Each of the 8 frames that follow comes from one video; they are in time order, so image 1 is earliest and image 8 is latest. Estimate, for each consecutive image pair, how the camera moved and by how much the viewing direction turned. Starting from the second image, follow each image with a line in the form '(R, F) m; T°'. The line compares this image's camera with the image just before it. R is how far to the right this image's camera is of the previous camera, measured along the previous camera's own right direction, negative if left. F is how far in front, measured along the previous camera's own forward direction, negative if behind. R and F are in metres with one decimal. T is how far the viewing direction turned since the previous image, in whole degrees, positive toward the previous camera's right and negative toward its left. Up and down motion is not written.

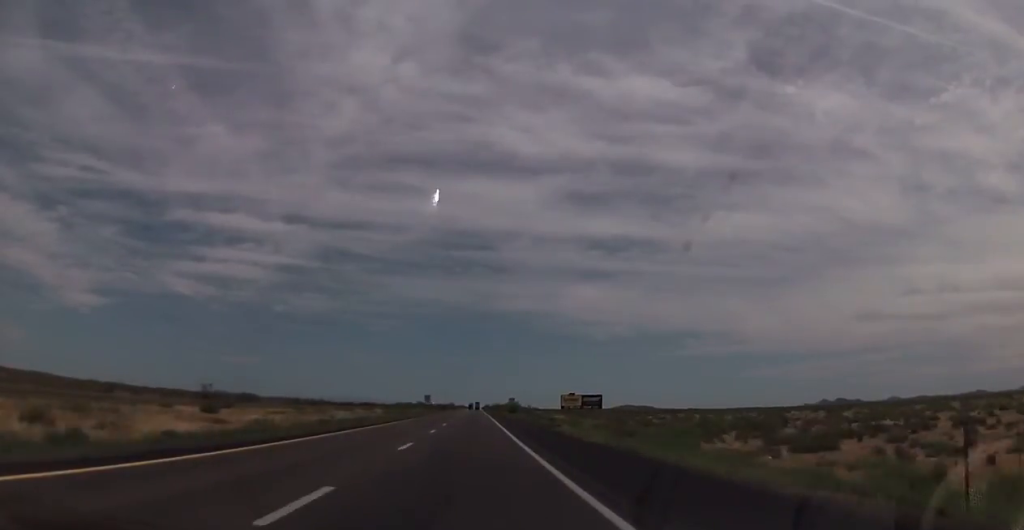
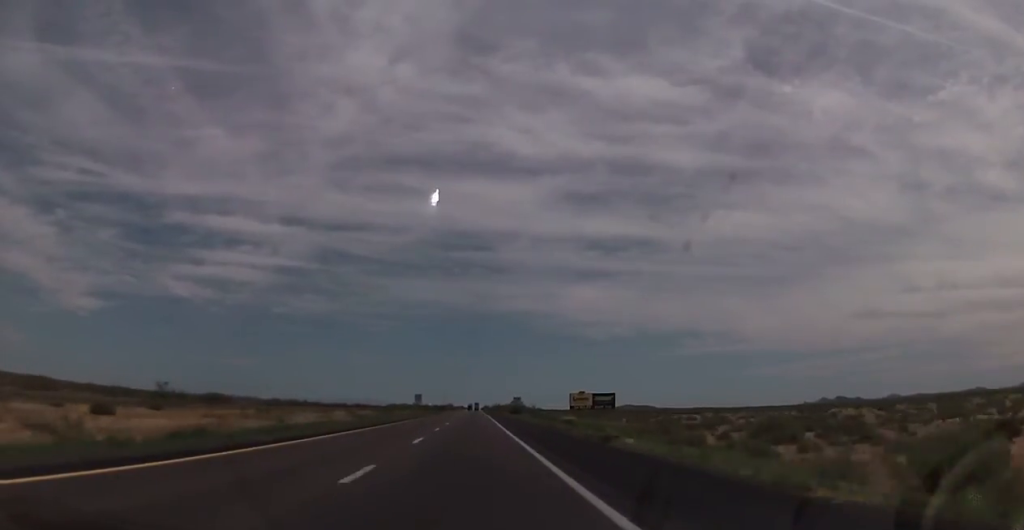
(+0.1, +19.9) m; 0°
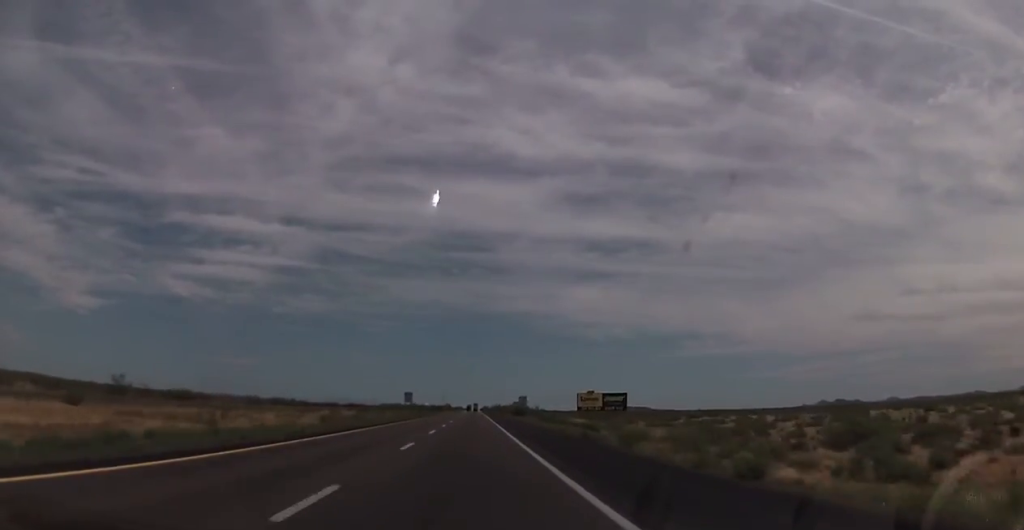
(0.0, +15.3) m; 0°
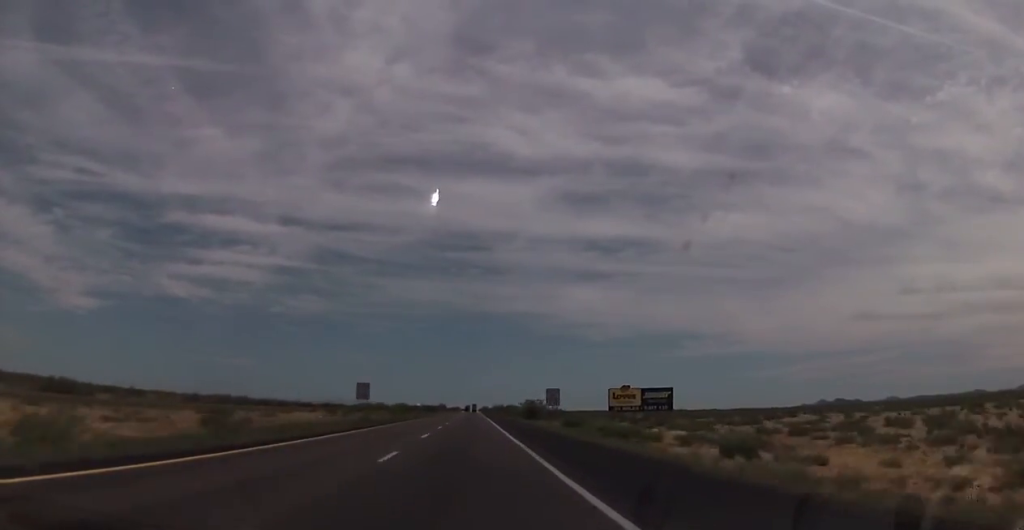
(-0.3, +39.0) m; 0°
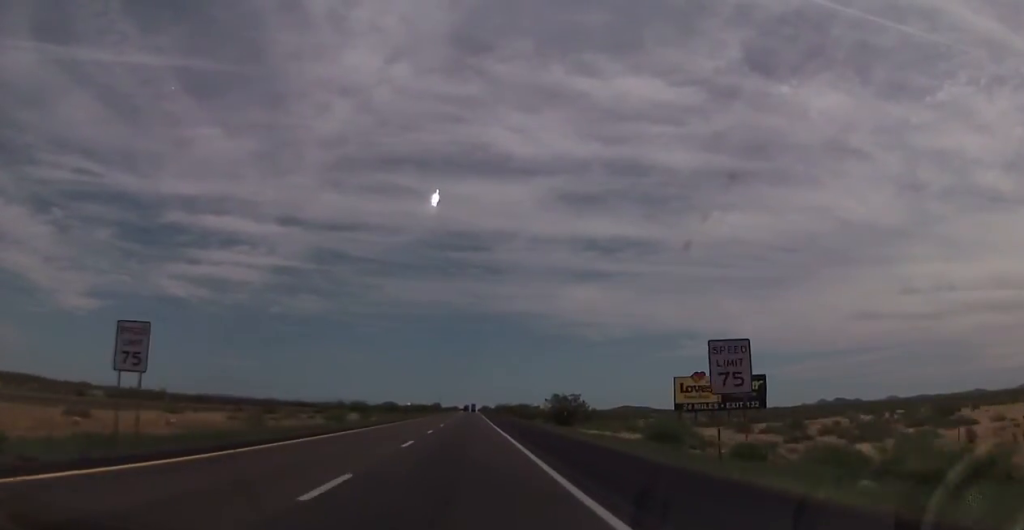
(+0.1, +38.8) m; +1°
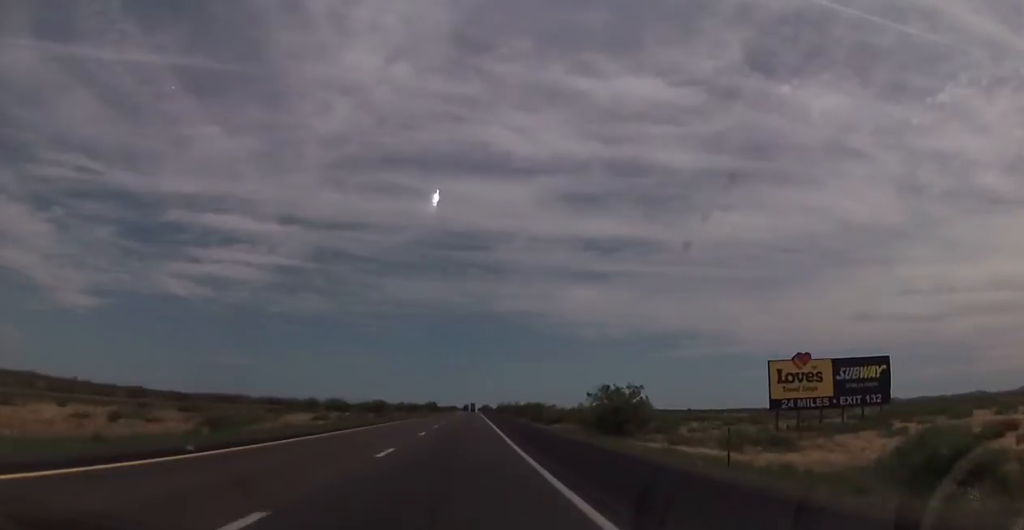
(+0.1, +25.2) m; 0°
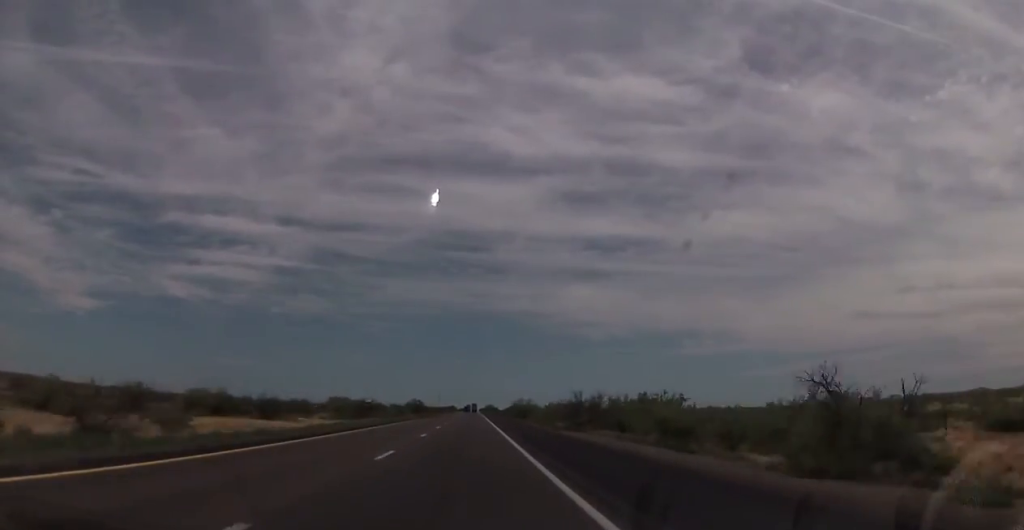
(+0.1, +75.5) m; 0°
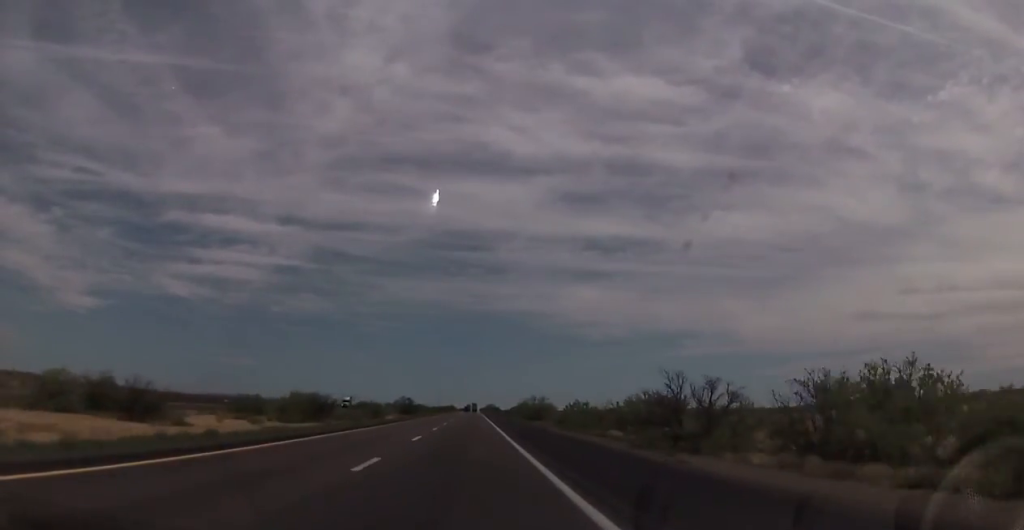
(-0.1, +29.2) m; 0°
